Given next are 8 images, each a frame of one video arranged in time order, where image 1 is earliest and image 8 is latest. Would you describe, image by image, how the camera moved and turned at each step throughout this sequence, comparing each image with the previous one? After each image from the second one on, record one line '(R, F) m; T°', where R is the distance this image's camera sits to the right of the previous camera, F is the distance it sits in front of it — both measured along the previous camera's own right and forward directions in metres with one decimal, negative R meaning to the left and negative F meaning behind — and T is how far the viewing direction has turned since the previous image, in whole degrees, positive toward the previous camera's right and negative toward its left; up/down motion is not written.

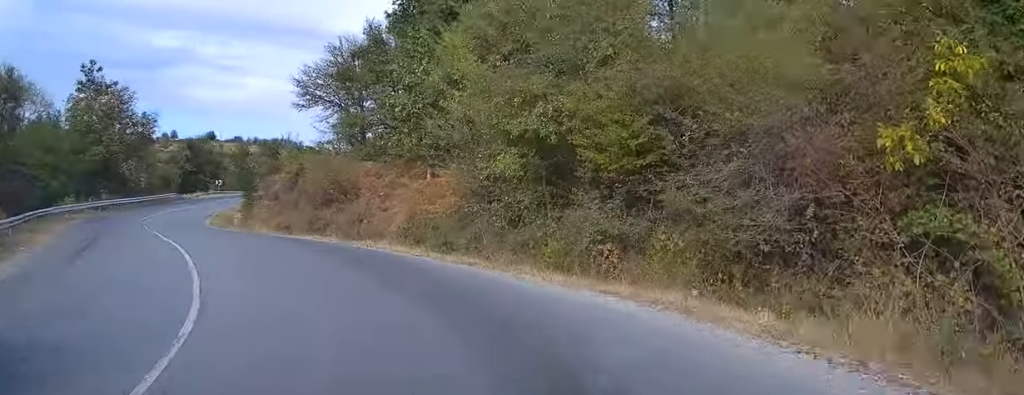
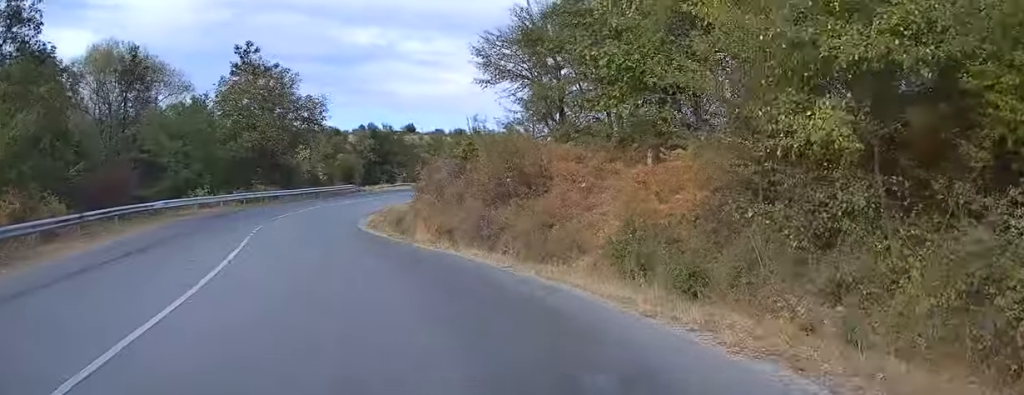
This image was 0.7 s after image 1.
(-1.0, +7.6) m; -16°
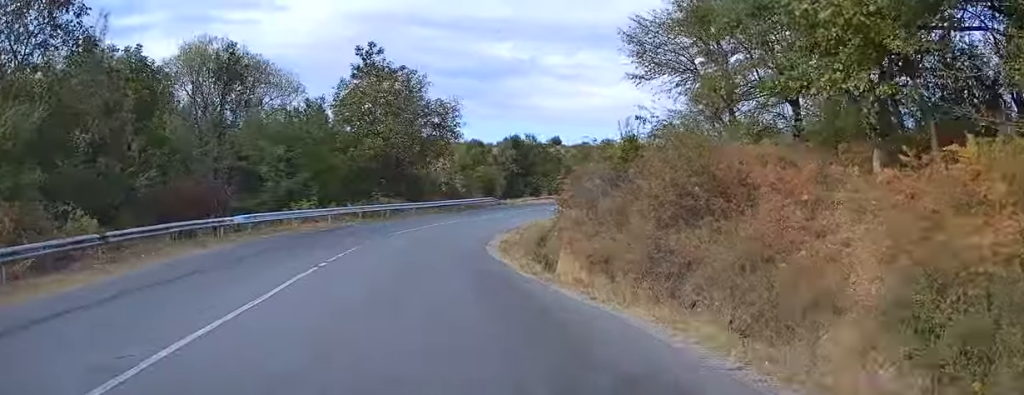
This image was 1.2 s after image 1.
(-0.9, +5.6) m; -6°
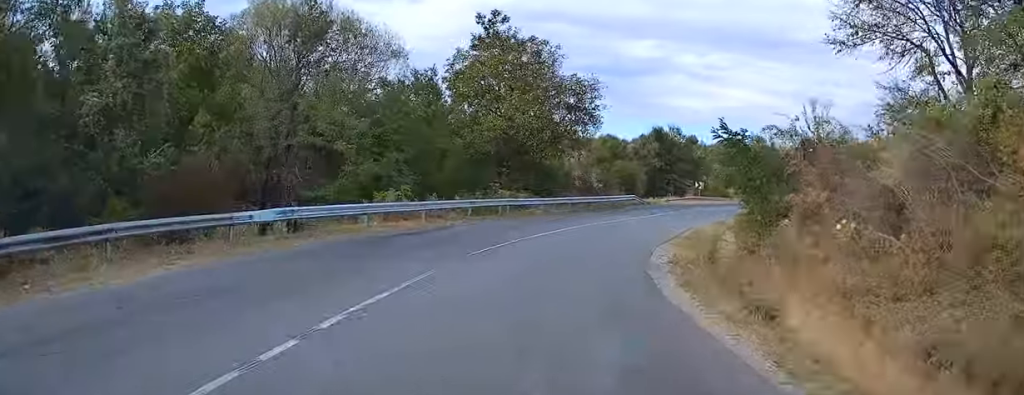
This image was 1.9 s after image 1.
(-0.7, +8.5) m; -4°
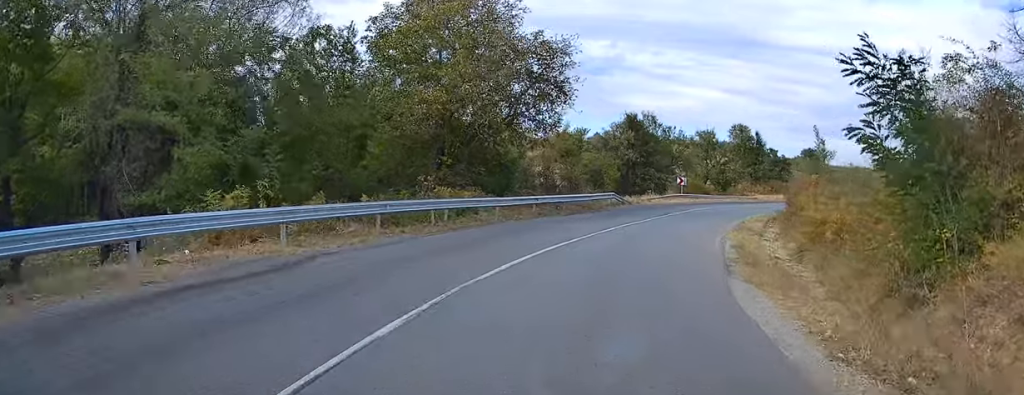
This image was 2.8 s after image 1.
(-0.1, +10.6) m; +3°
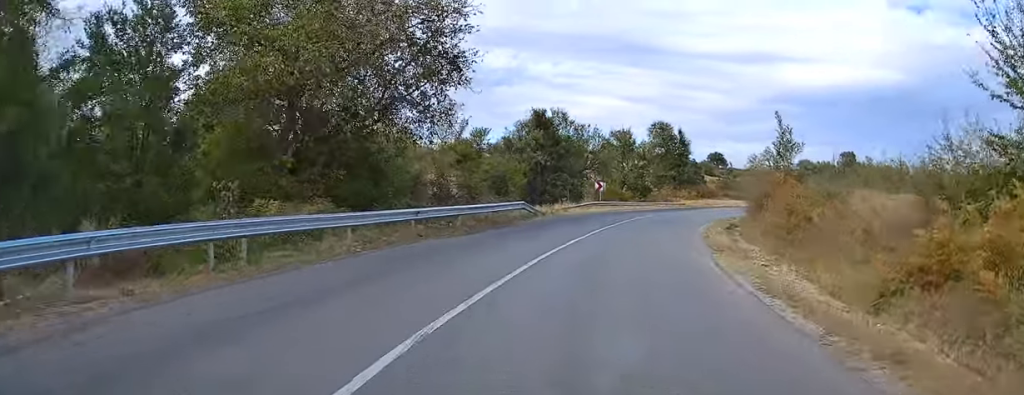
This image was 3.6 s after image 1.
(+0.2, +8.6) m; +6°
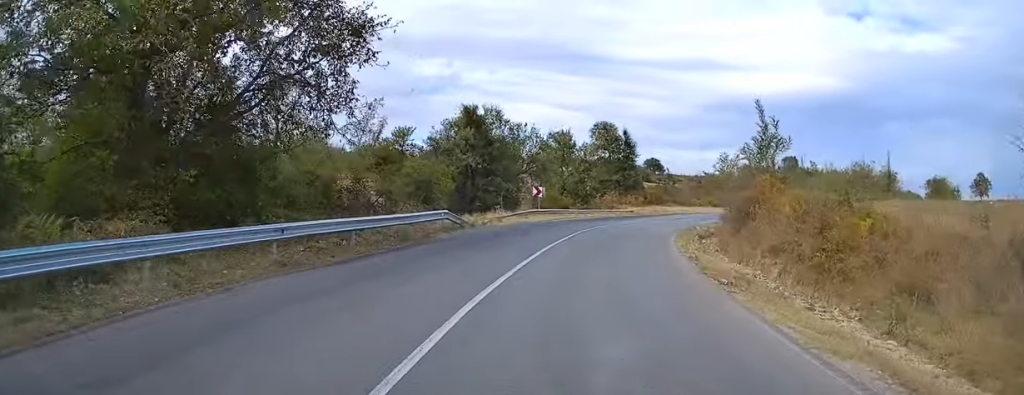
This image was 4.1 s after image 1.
(+0.5, +6.0) m; +4°
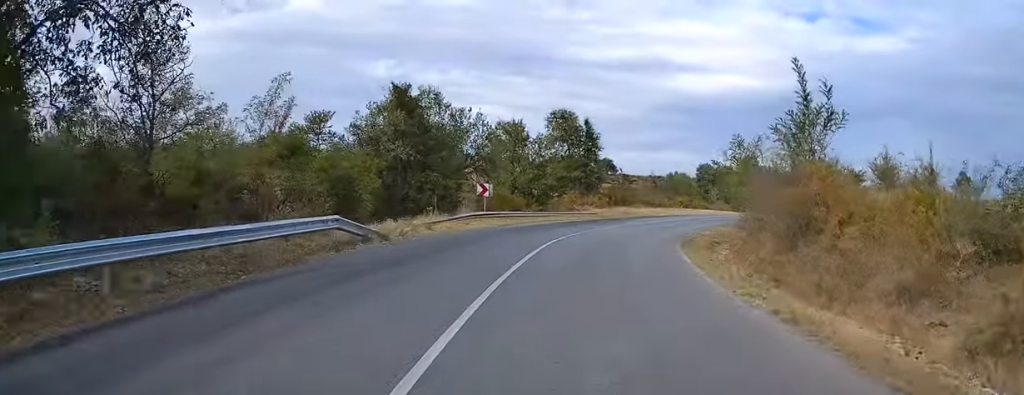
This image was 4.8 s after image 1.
(+0.4, +8.5) m; +5°
